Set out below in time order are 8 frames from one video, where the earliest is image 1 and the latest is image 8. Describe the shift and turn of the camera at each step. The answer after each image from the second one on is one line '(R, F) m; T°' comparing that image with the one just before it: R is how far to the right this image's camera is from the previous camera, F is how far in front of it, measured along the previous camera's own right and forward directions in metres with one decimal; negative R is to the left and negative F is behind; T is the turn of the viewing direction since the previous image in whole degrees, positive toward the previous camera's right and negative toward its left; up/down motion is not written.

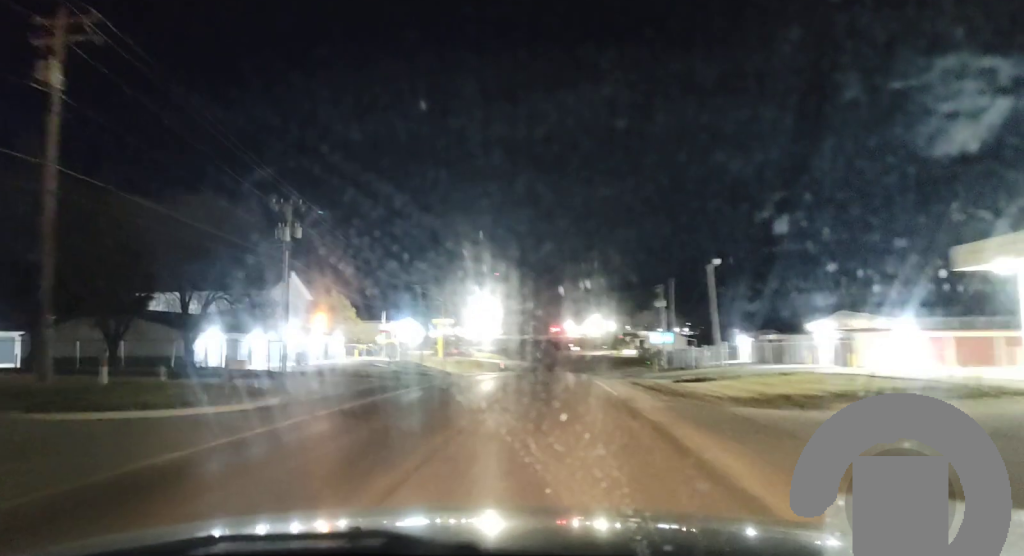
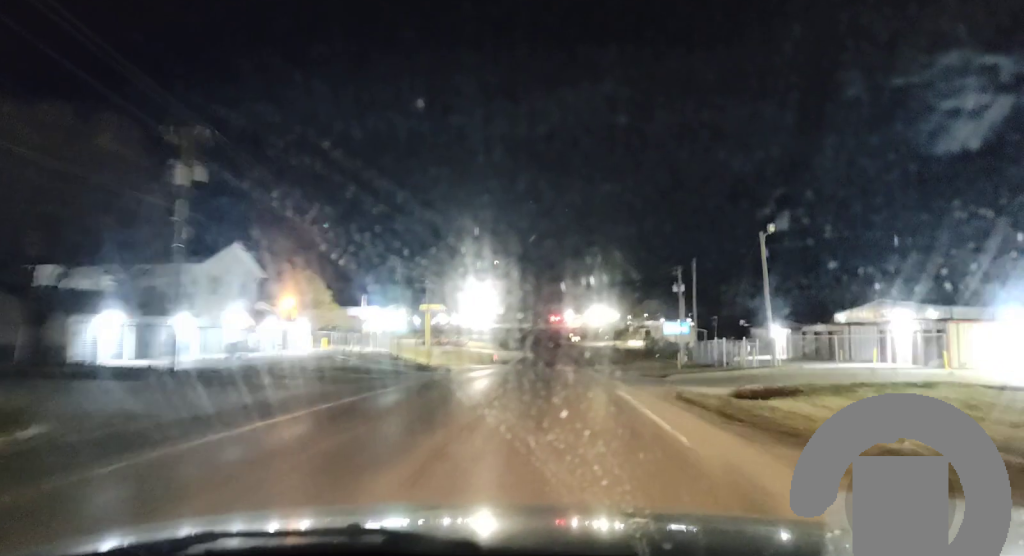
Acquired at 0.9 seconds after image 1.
(+0.2, +13.7) m; 0°
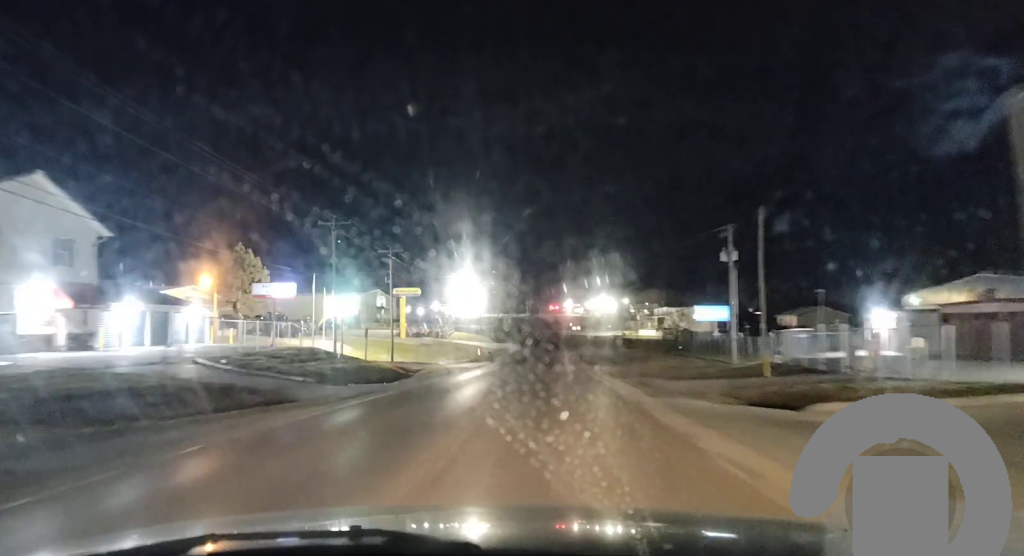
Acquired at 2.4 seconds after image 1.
(0.0, +25.3) m; 0°
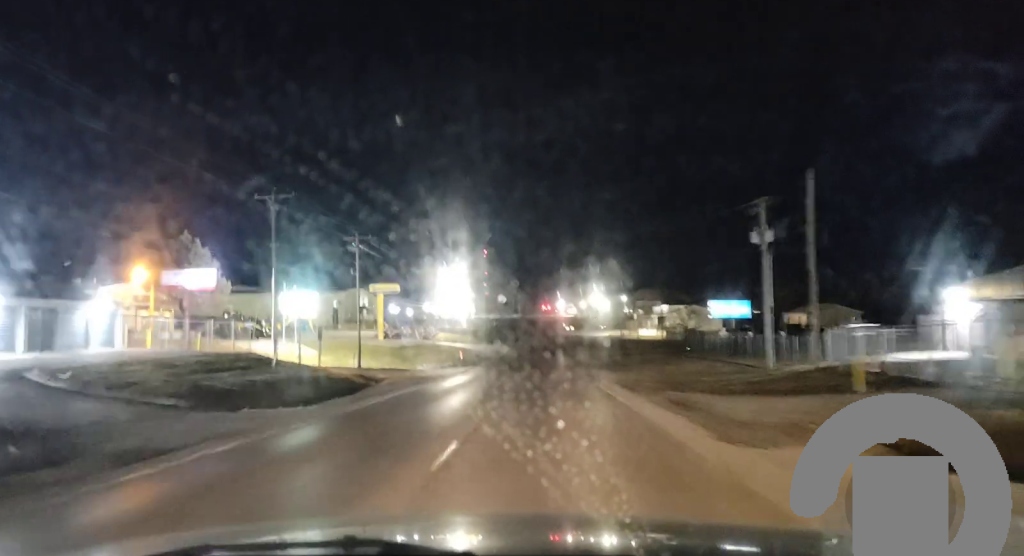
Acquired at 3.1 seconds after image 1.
(0.0, +11.5) m; 0°
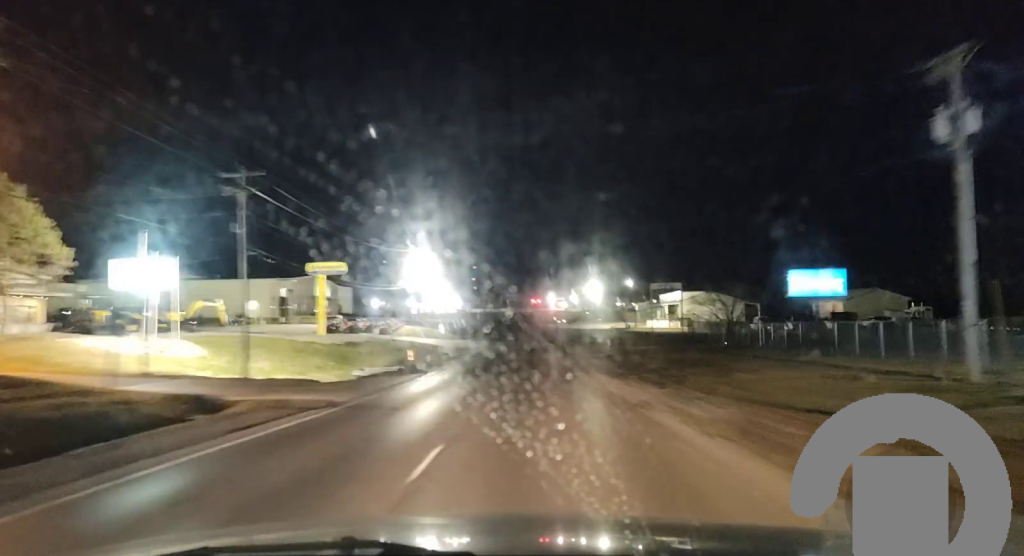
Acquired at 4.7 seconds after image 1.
(+0.1, +25.1) m; 0°
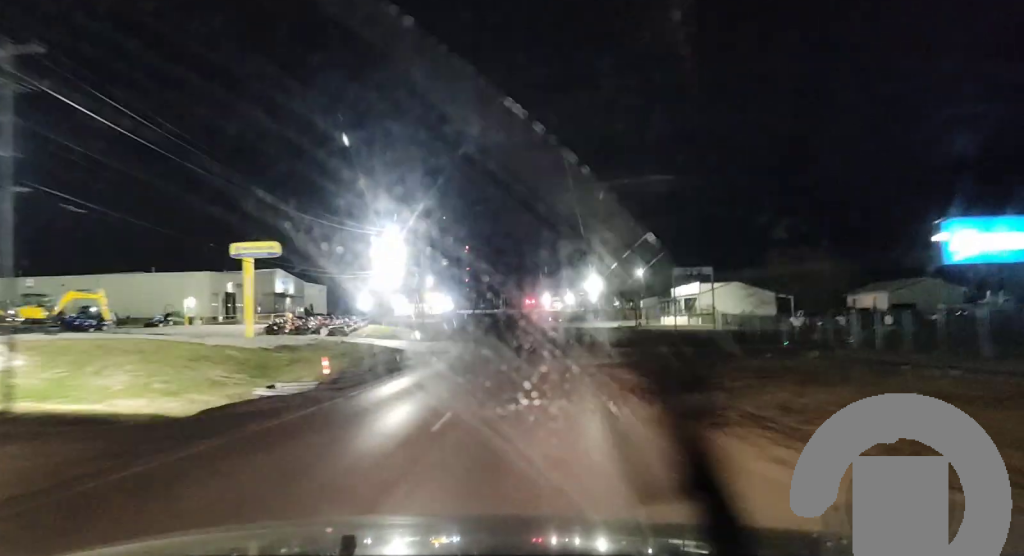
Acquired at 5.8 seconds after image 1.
(-0.1, +19.0) m; +1°
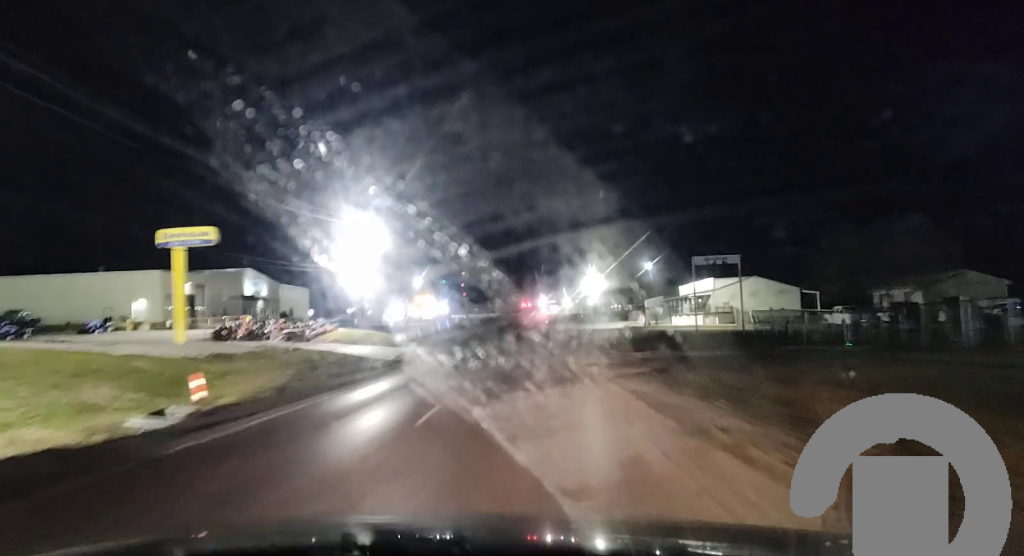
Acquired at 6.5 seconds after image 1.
(+0.2, +11.7) m; 0°
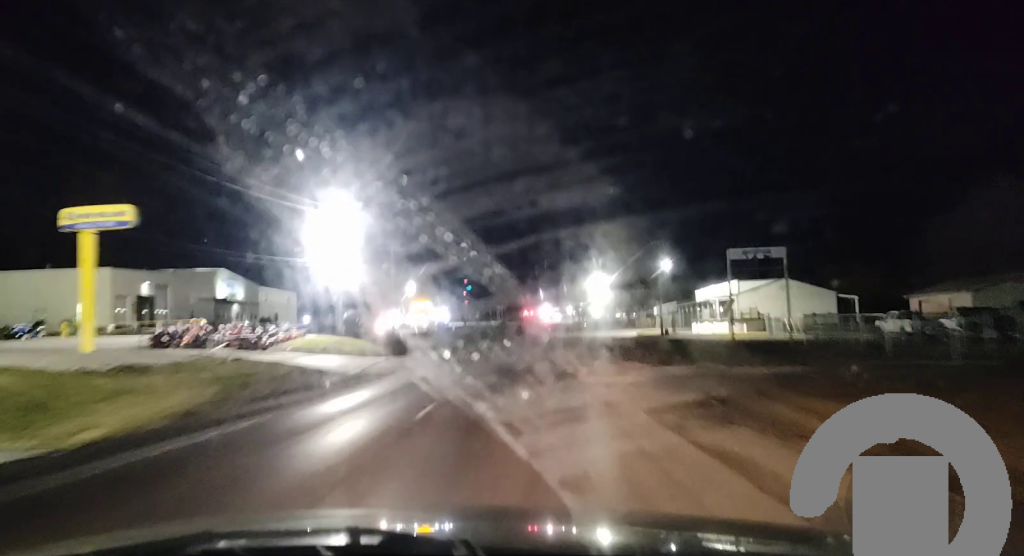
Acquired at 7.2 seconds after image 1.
(0.0, +10.8) m; 0°
